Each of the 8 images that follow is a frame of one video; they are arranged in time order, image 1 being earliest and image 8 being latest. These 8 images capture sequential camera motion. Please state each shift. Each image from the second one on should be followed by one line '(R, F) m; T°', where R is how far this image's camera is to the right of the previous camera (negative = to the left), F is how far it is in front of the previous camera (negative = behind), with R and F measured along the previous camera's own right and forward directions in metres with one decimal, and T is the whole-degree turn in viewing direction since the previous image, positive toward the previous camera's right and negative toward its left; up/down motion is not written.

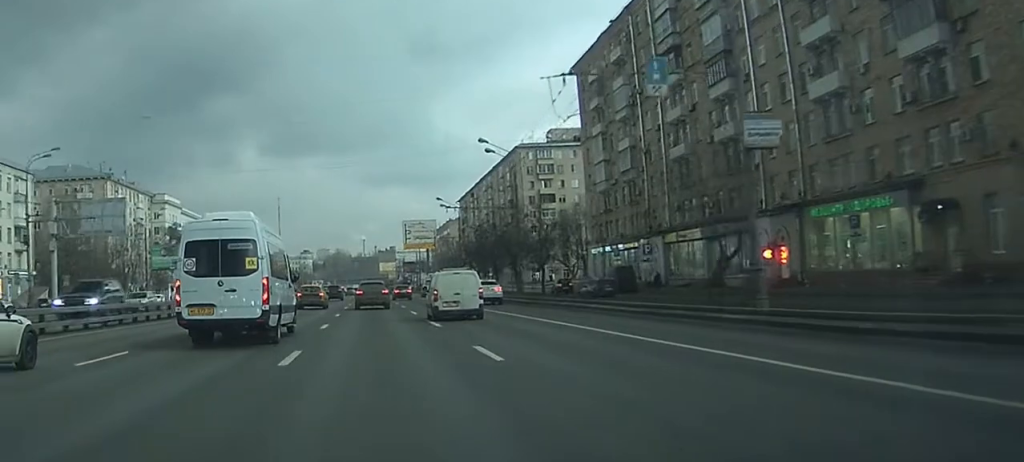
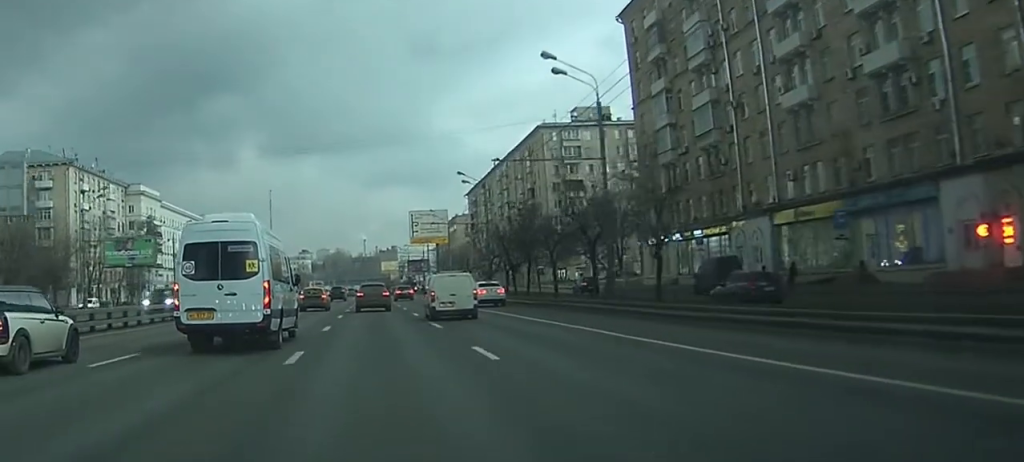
(-0.1, +23.6) m; -1°
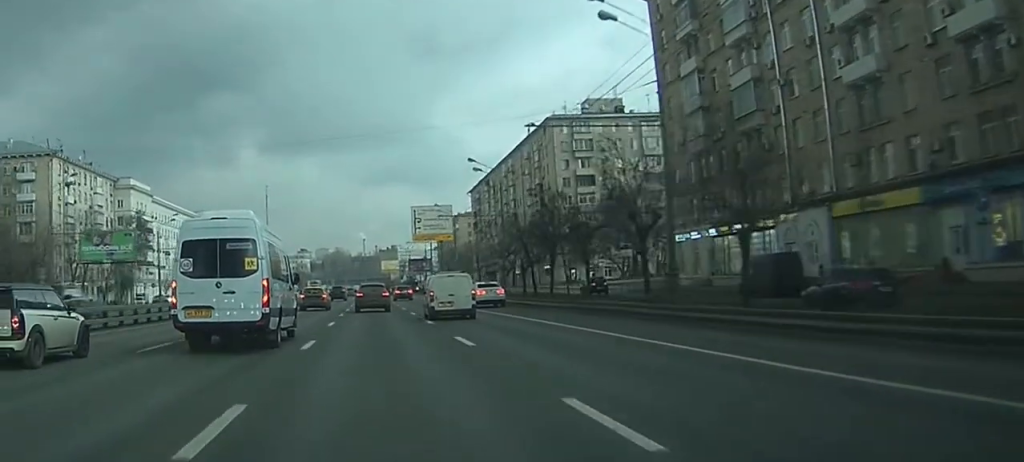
(-0.1, +8.5) m; 0°
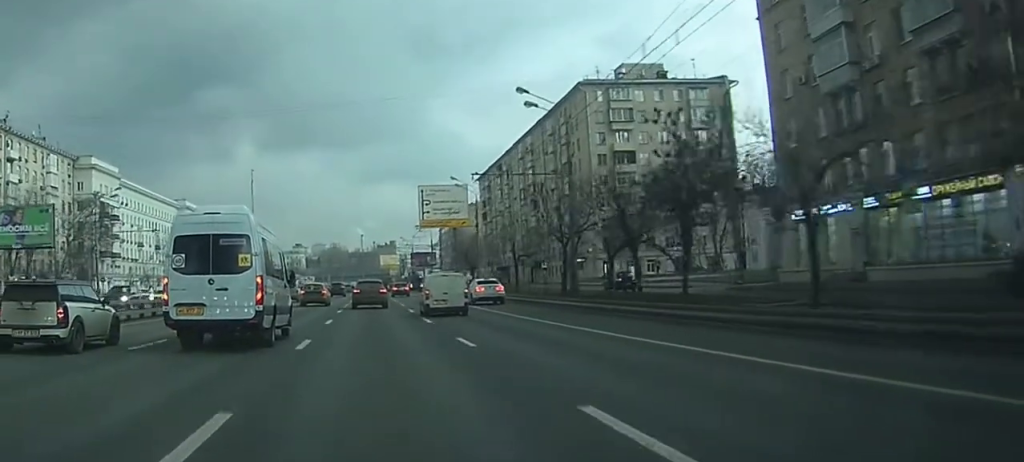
(+0.2, +24.9) m; +1°
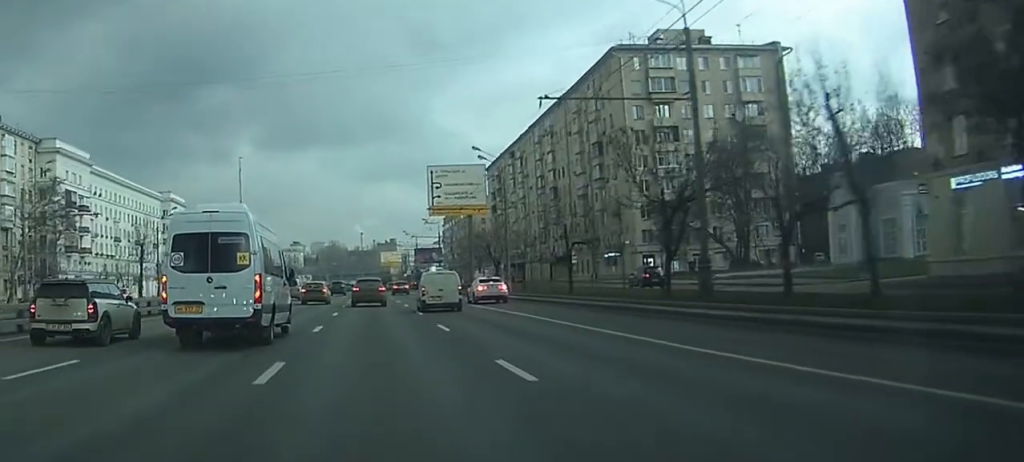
(+0.1, +19.0) m; 0°
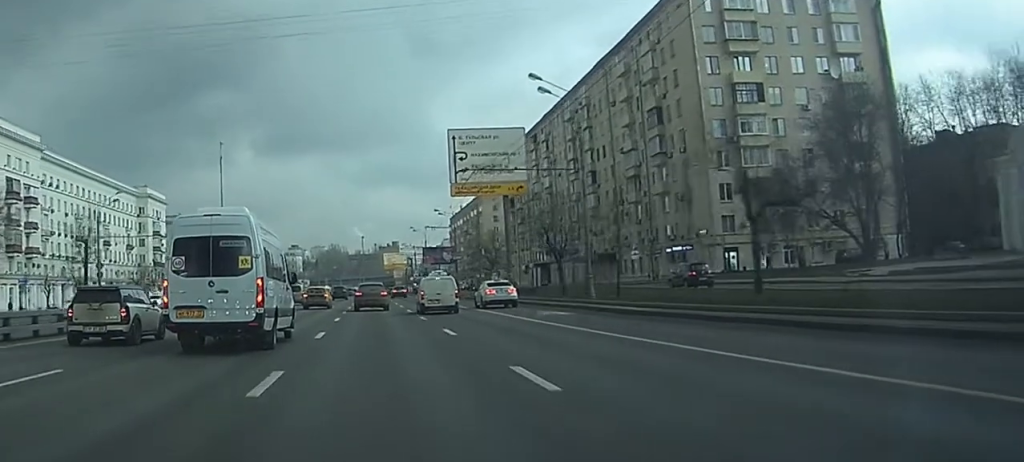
(-0.1, +25.2) m; -1°
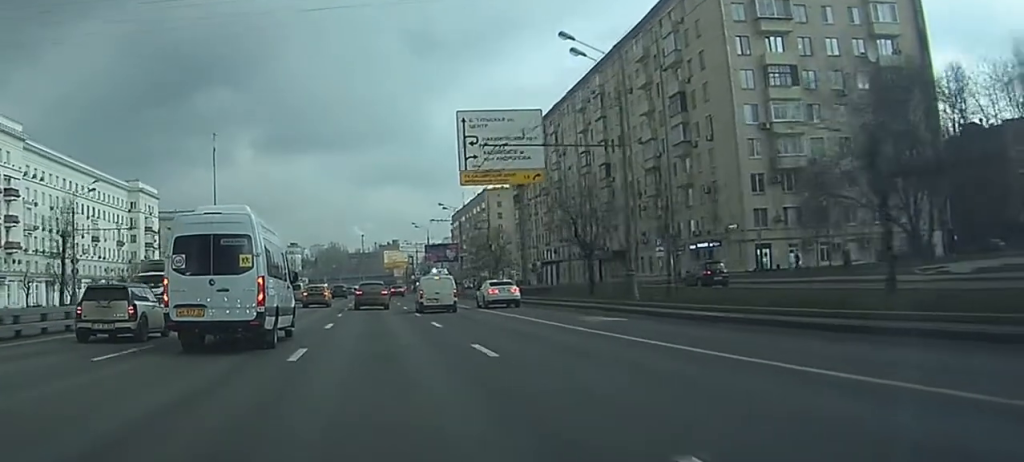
(-0.1, +7.4) m; 0°
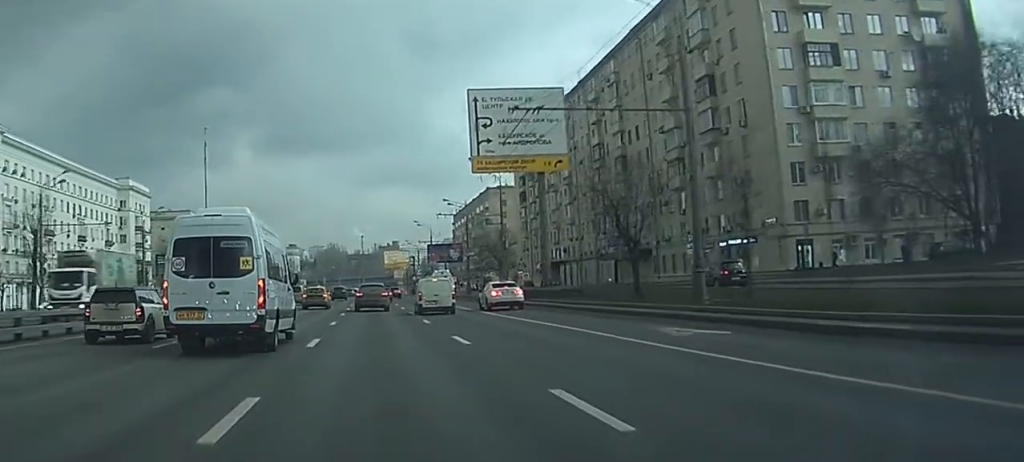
(-0.1, +7.9) m; 0°
